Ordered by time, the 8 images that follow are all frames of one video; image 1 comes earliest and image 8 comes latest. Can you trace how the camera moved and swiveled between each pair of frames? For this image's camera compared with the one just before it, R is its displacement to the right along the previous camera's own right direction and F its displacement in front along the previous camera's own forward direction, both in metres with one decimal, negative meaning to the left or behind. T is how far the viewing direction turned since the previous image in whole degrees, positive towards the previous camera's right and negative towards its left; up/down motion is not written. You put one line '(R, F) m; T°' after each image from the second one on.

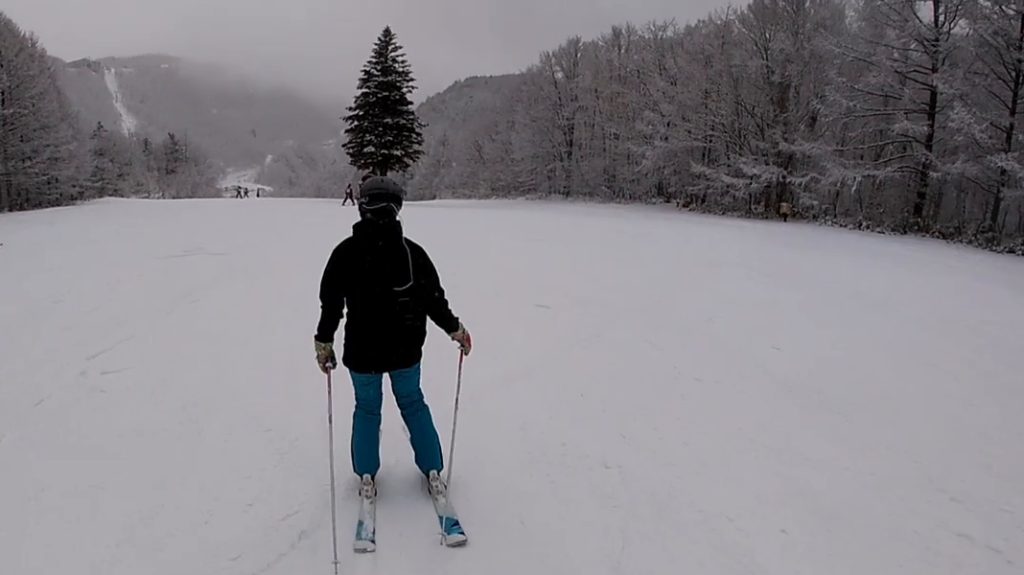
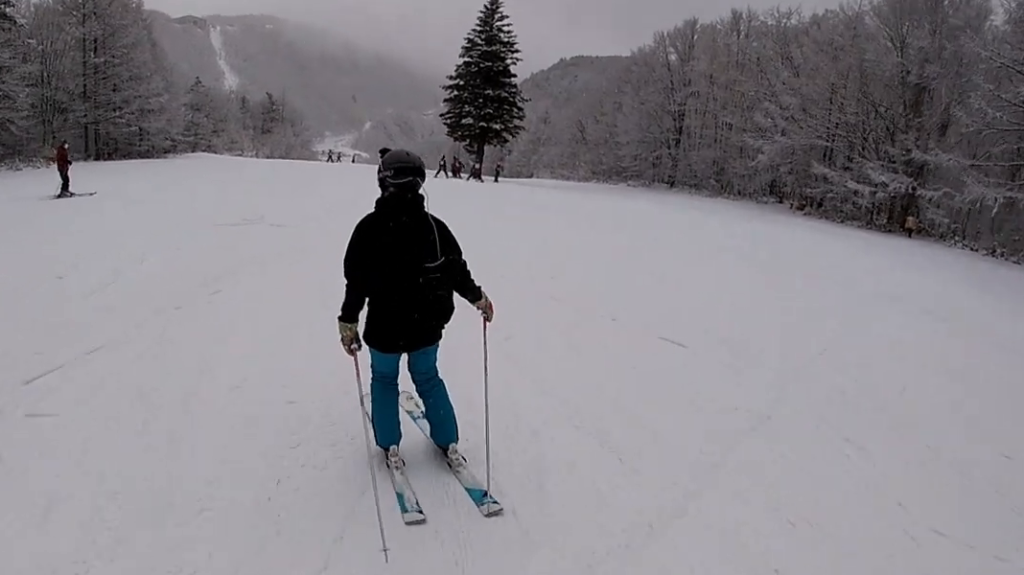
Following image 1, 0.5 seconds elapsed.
(-0.2, +2.2) m; -9°
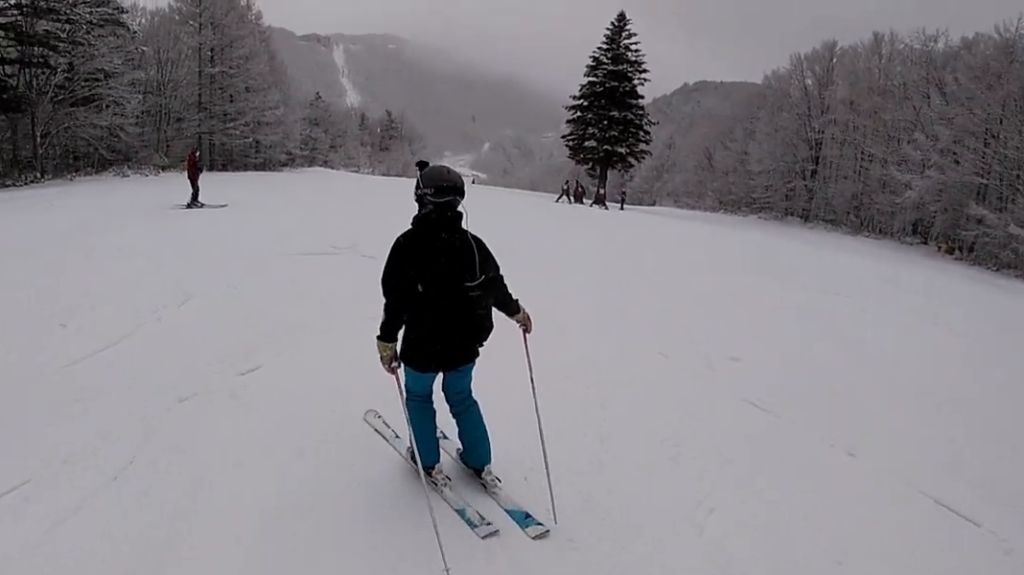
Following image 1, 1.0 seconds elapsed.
(+0.1, +2.4) m; -8°
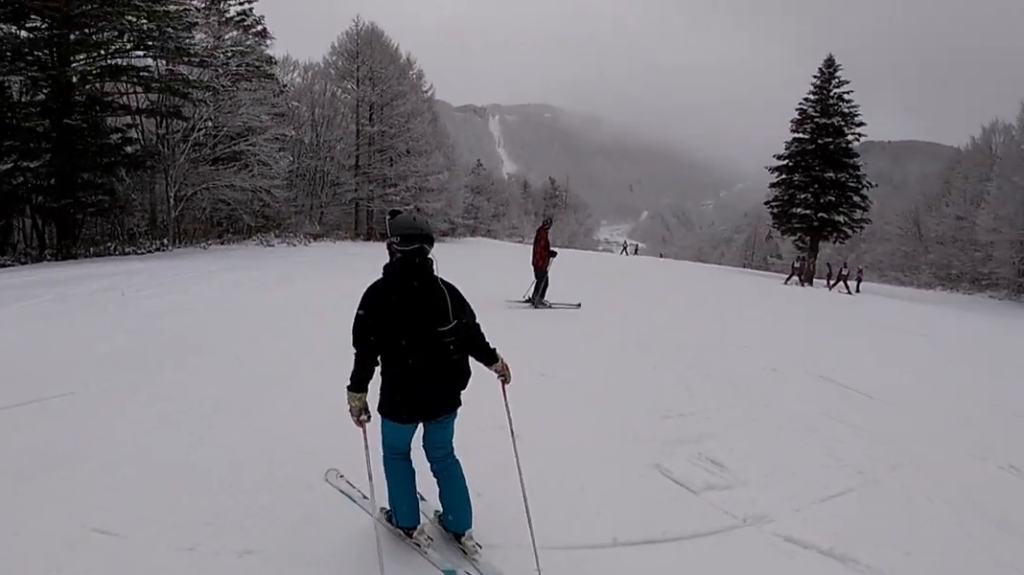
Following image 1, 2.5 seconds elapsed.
(-2.2, +7.1) m; -21°
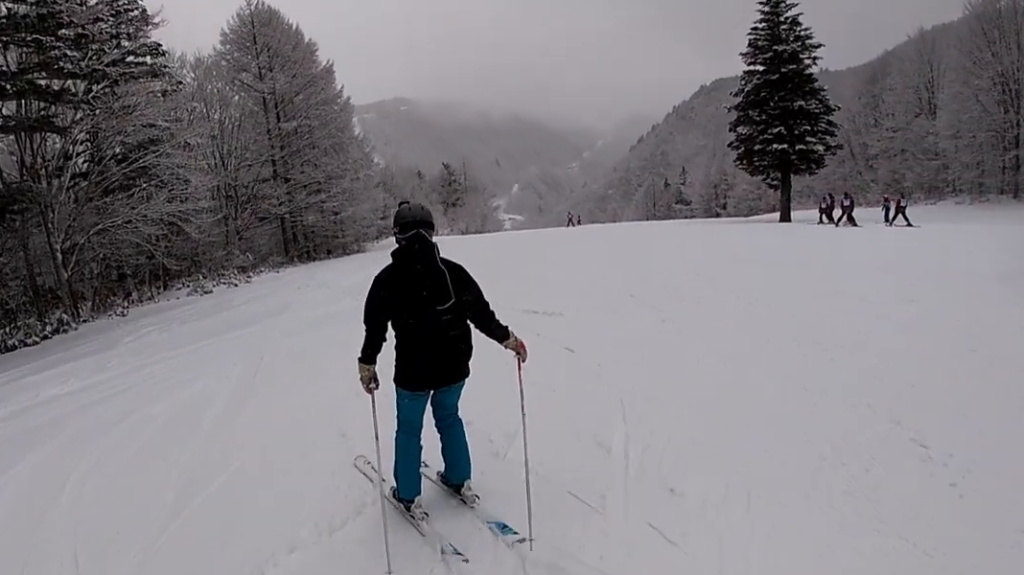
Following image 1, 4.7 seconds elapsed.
(+2.0, +10.1) m; +17°
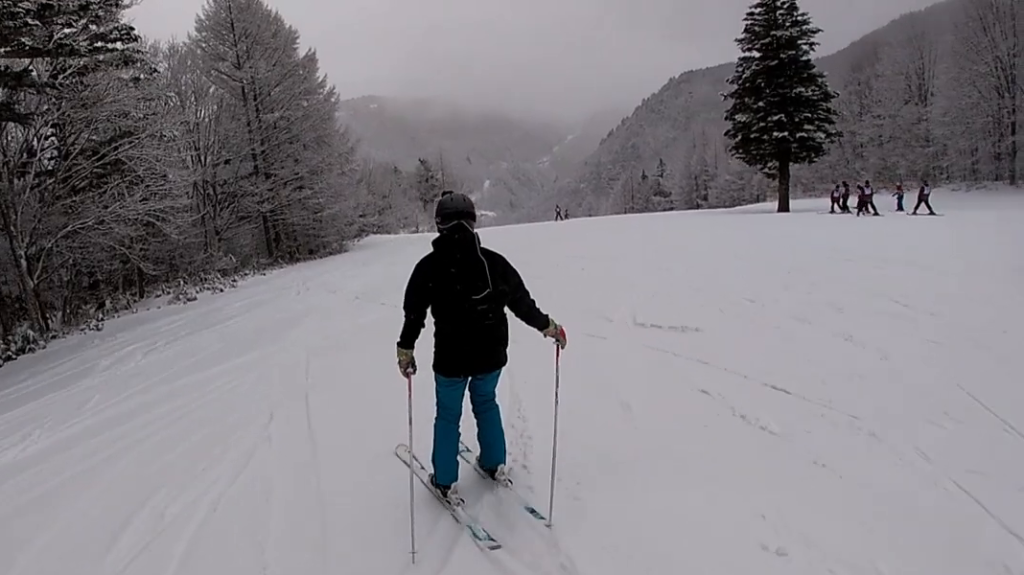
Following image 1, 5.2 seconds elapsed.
(-0.6, +2.9) m; +2°
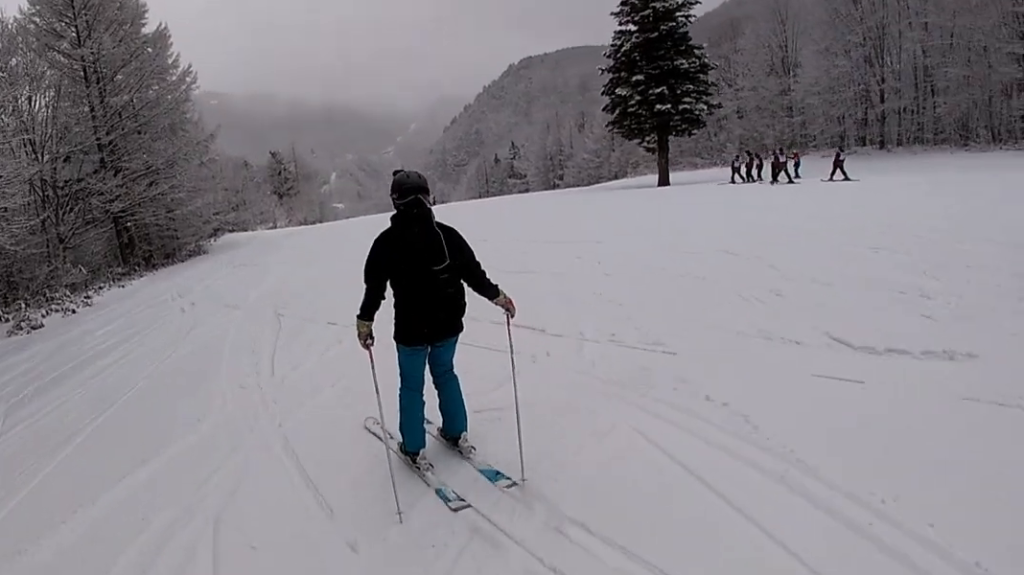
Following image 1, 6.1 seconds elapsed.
(+1.2, +4.6) m; +16°
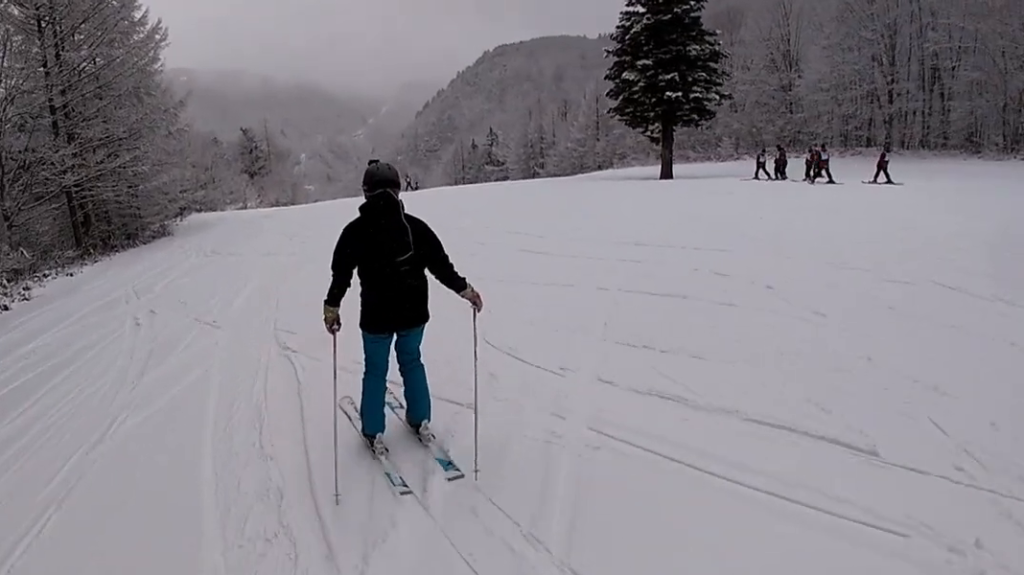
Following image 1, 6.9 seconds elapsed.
(+0.2, +4.3) m; +9°
